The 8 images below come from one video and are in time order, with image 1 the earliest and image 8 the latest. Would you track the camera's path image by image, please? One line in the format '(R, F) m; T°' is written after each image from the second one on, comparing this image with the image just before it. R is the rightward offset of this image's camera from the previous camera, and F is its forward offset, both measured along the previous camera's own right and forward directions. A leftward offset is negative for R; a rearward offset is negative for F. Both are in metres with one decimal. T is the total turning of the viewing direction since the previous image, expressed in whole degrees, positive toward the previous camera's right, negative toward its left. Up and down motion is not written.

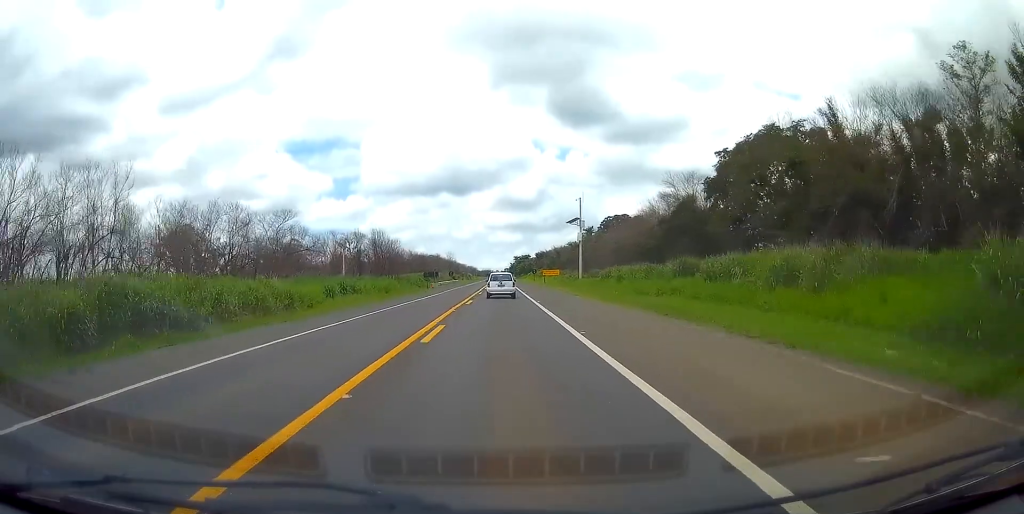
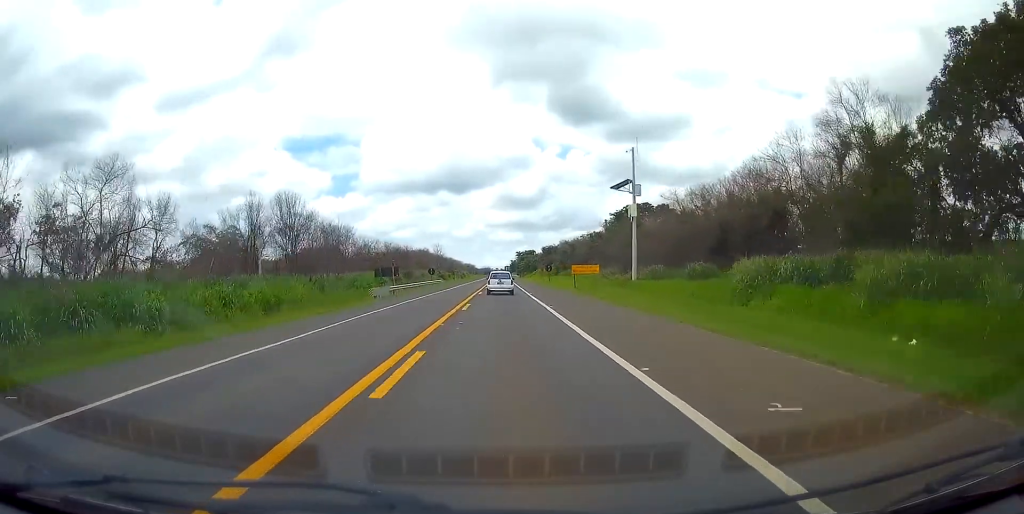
(-0.5, +37.6) m; 0°
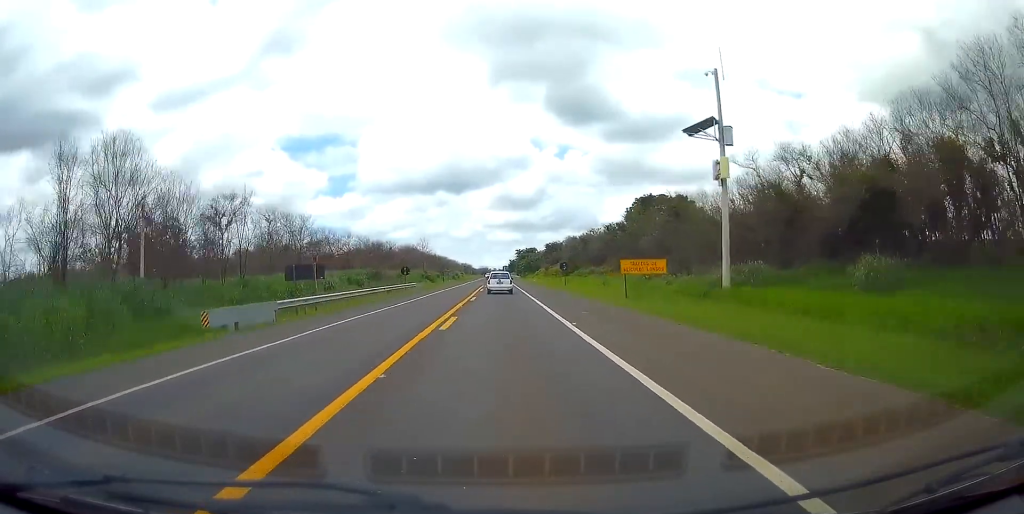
(+0.3, +24.1) m; +1°
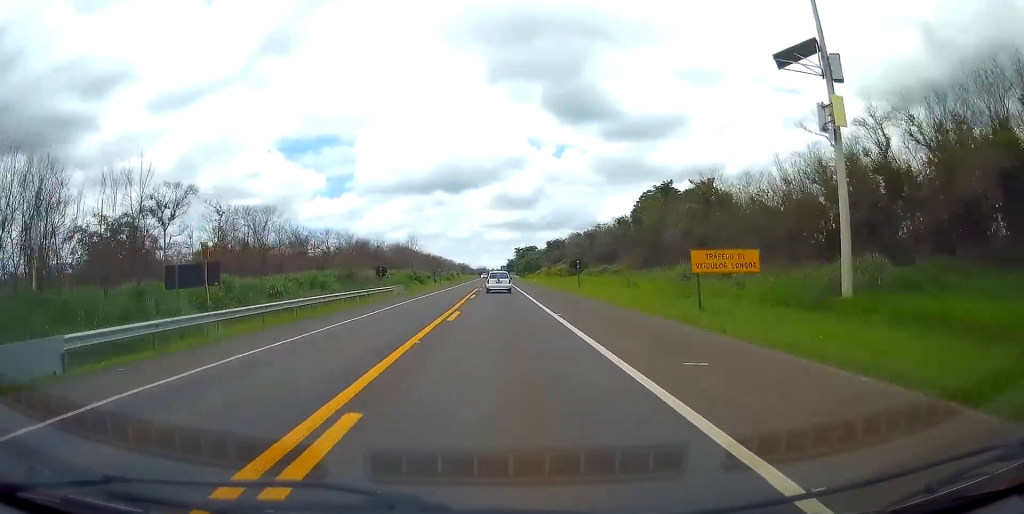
(0.0, +13.1) m; 0°
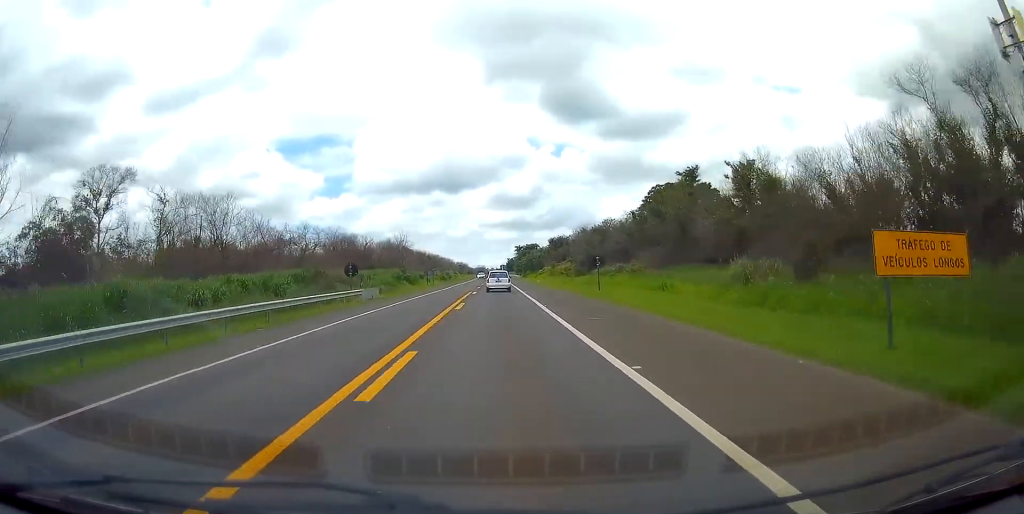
(0.0, +11.3) m; 0°
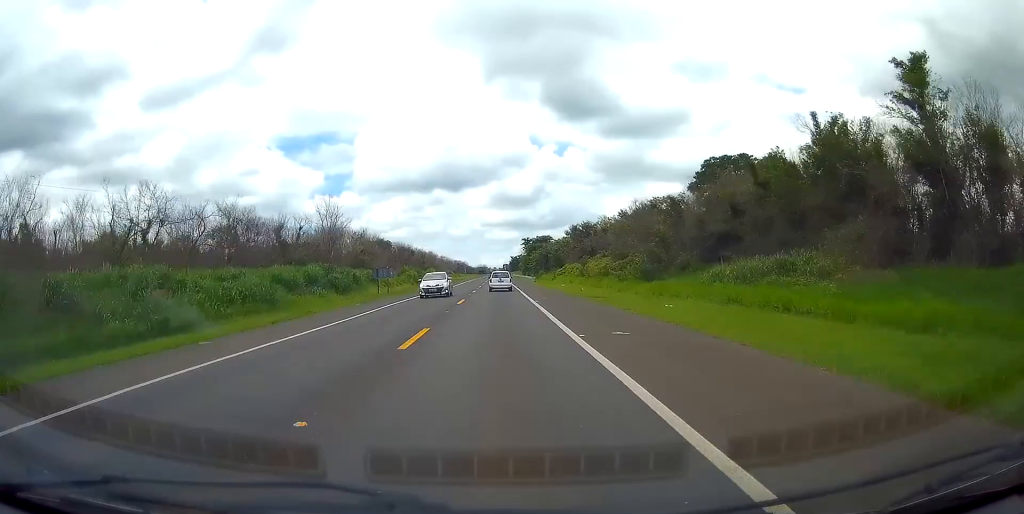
(-0.4, +43.8) m; -1°
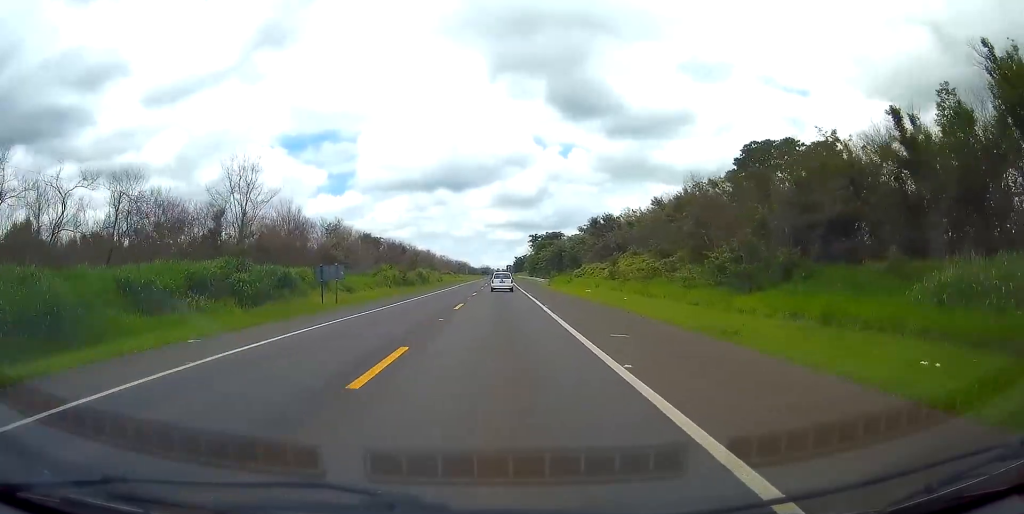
(0.0, +20.2) m; 0°
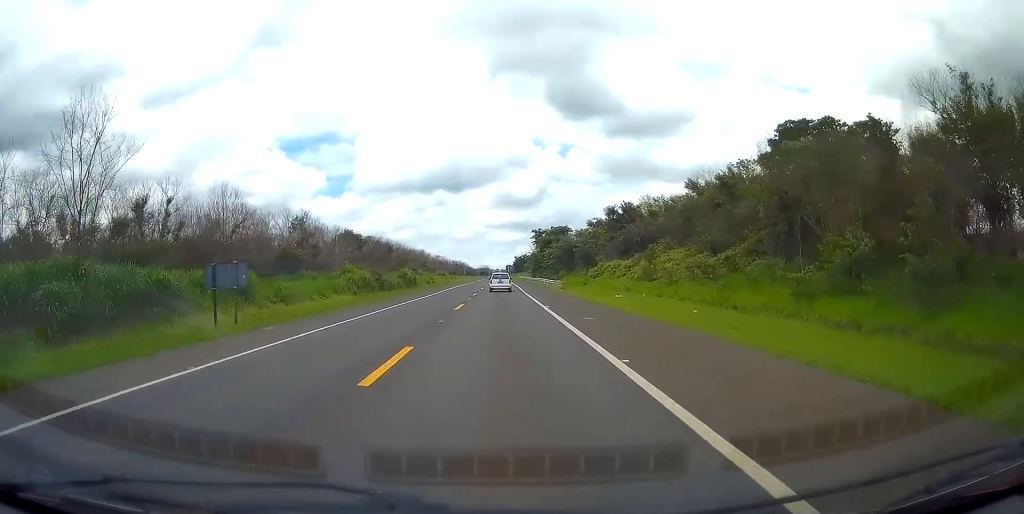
(+0.1, +15.8) m; 0°
